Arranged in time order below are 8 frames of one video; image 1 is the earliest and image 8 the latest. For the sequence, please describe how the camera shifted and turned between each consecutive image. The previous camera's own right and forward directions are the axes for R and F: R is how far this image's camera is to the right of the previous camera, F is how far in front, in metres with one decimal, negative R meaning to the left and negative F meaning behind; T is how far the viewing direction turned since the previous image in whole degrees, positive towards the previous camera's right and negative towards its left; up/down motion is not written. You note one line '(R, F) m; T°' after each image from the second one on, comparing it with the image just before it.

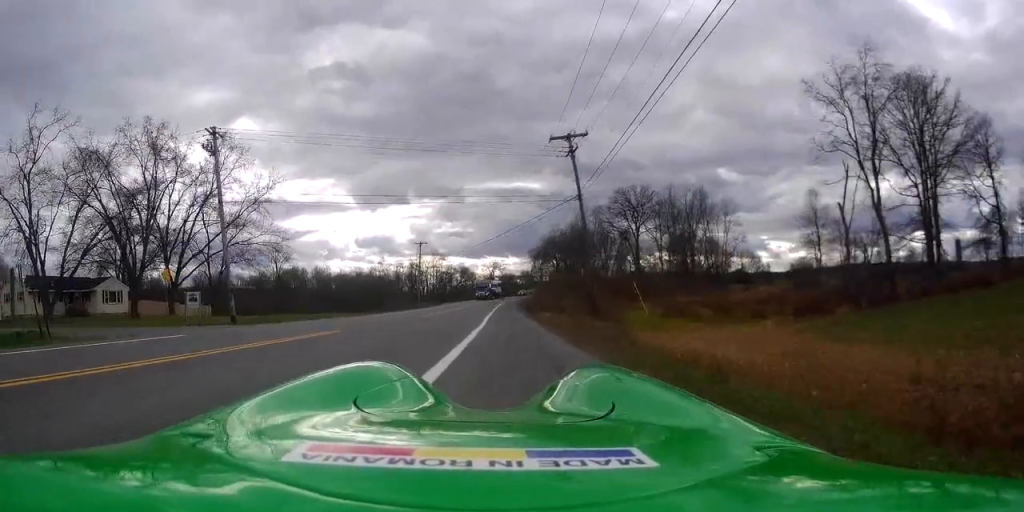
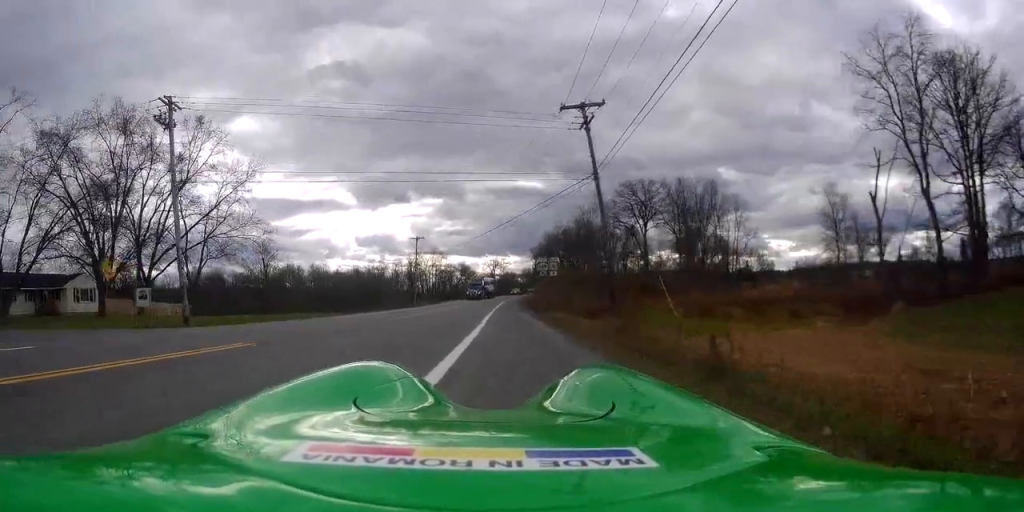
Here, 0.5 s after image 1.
(0.0, +5.7) m; 0°
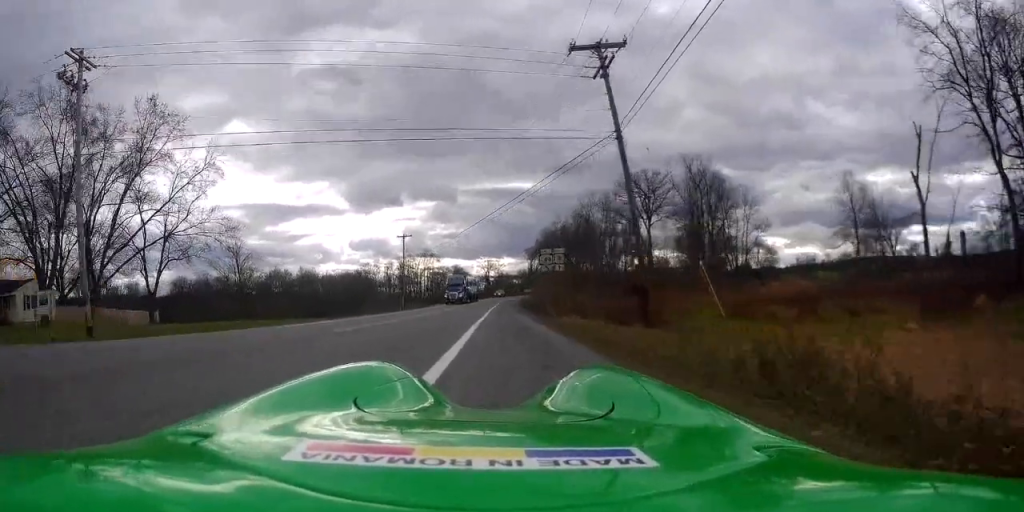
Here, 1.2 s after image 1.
(0.0, +7.7) m; +1°
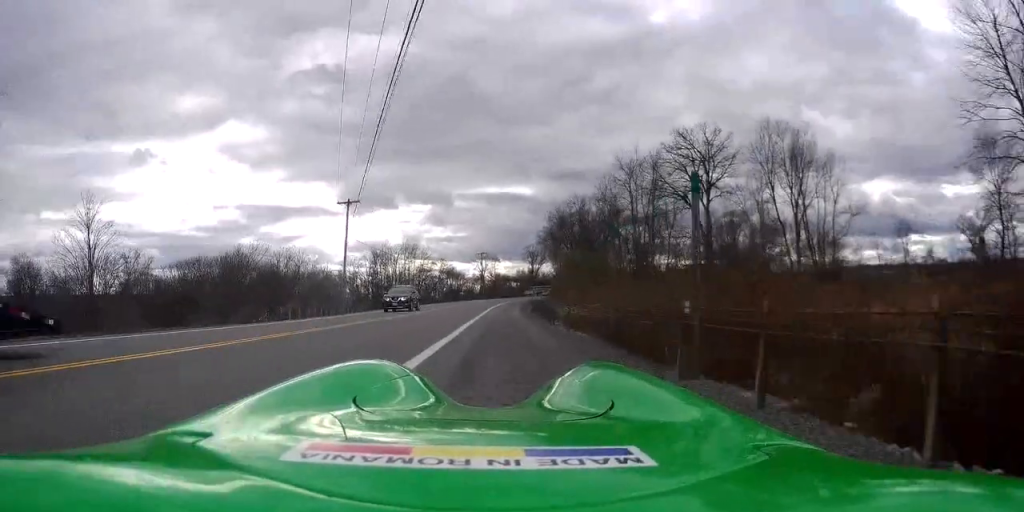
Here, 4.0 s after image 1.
(+0.4, +32.7) m; -1°
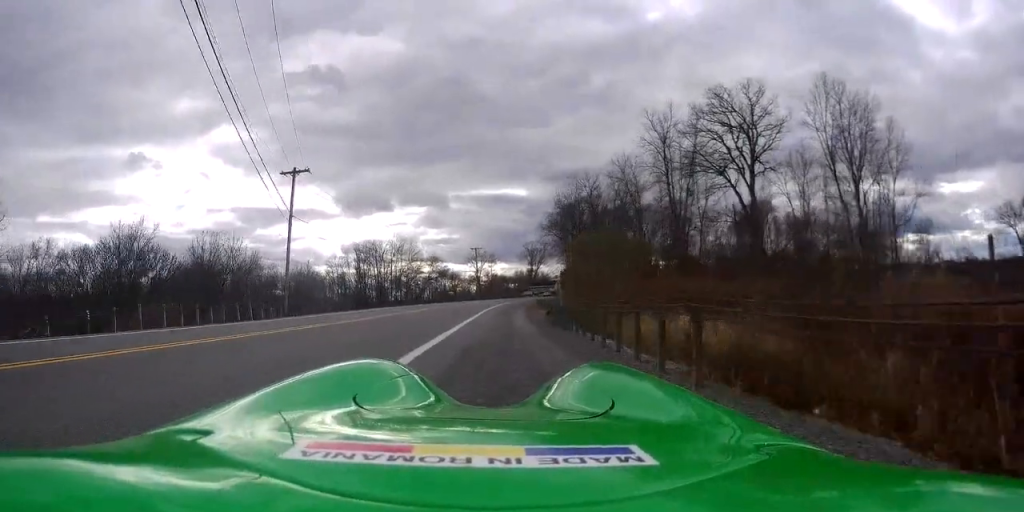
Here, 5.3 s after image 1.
(0.0, +15.4) m; +1°
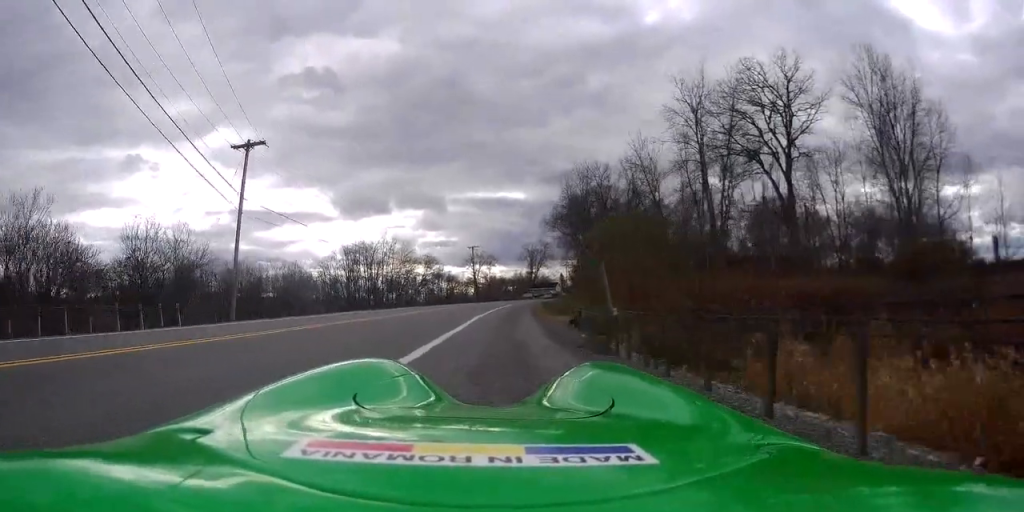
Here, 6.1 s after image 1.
(+0.1, +9.2) m; +1°
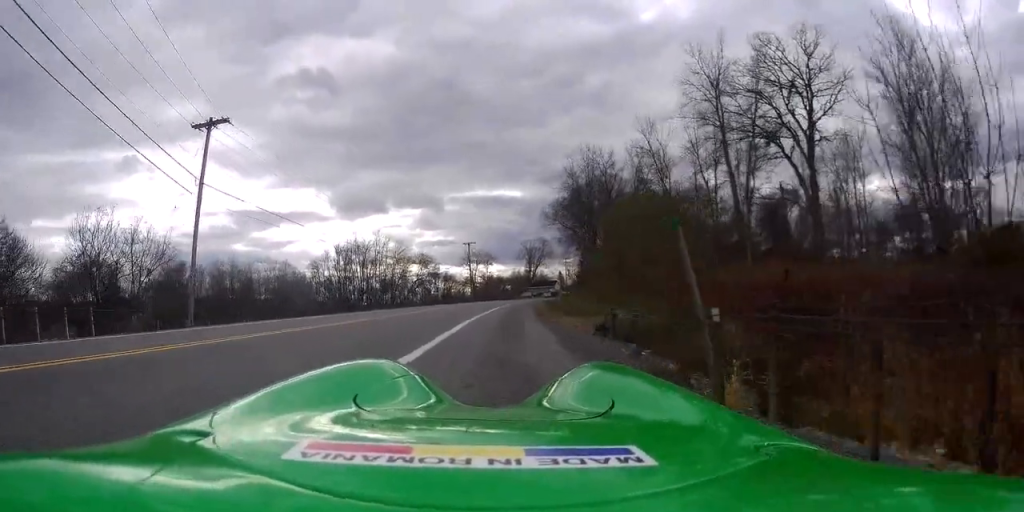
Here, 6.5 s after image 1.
(+0.2, +4.8) m; 0°
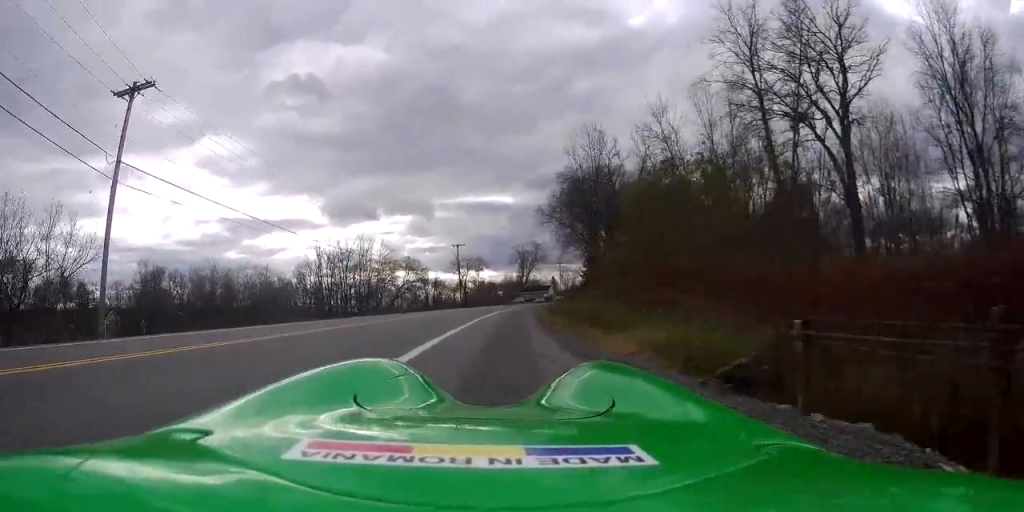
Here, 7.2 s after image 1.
(0.0, +7.2) m; -1°
